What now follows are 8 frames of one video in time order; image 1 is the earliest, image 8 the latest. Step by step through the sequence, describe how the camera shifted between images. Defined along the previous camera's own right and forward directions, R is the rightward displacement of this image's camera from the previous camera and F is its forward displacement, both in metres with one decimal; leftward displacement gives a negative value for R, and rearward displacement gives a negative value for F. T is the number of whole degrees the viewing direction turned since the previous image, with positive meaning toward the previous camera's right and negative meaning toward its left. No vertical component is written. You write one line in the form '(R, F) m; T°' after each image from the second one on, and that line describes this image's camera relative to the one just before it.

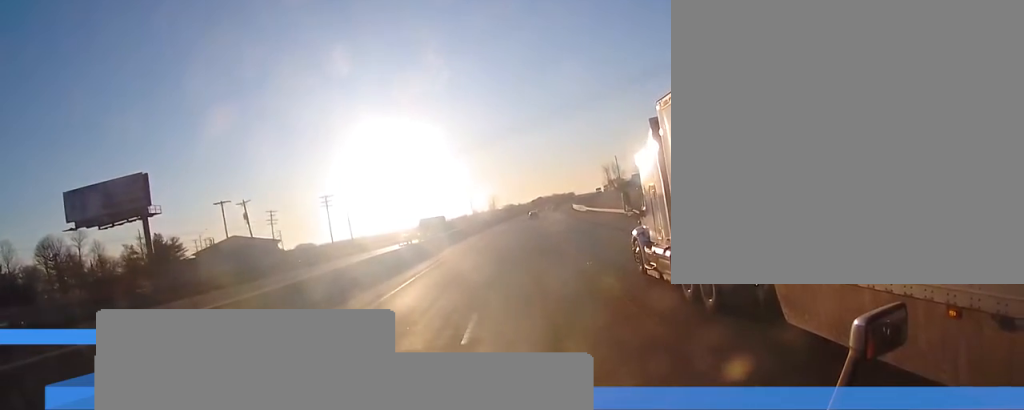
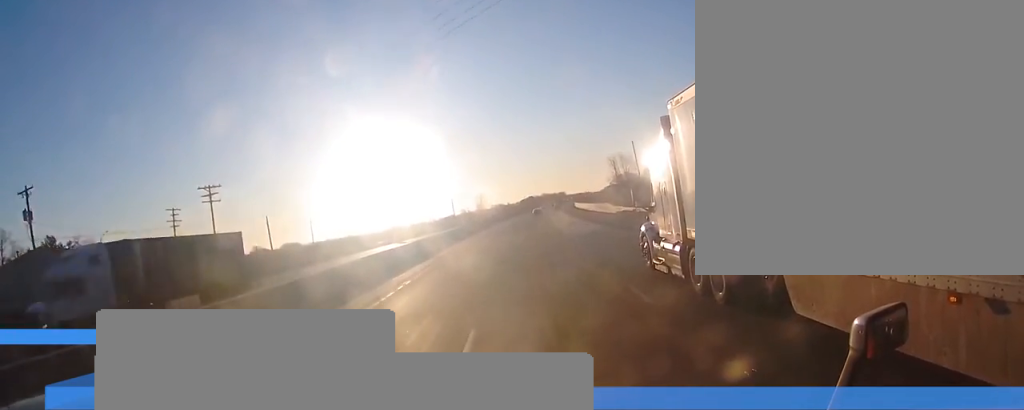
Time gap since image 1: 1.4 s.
(+0.4, +38.8) m; +1°
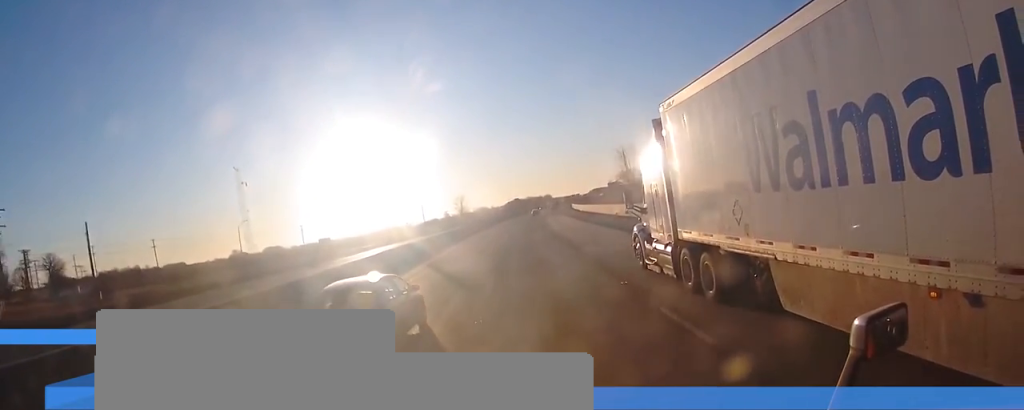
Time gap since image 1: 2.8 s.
(0.0, +40.3) m; 0°
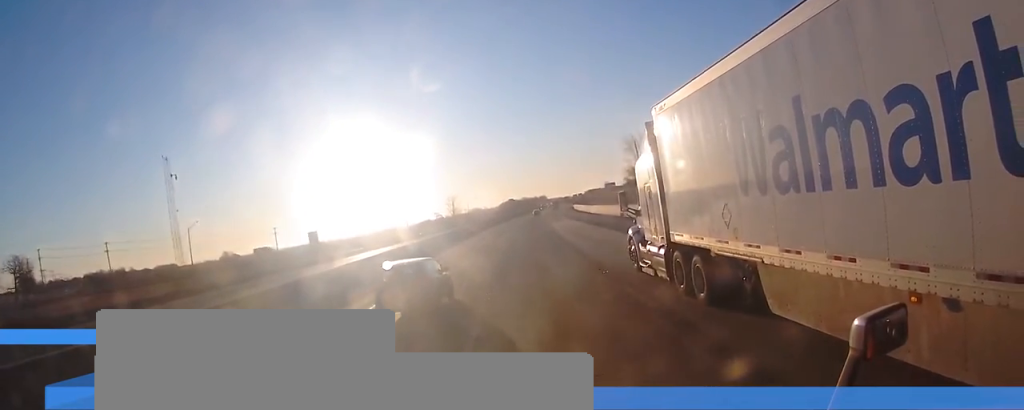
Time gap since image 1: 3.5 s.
(-0.2, +20.9) m; +1°
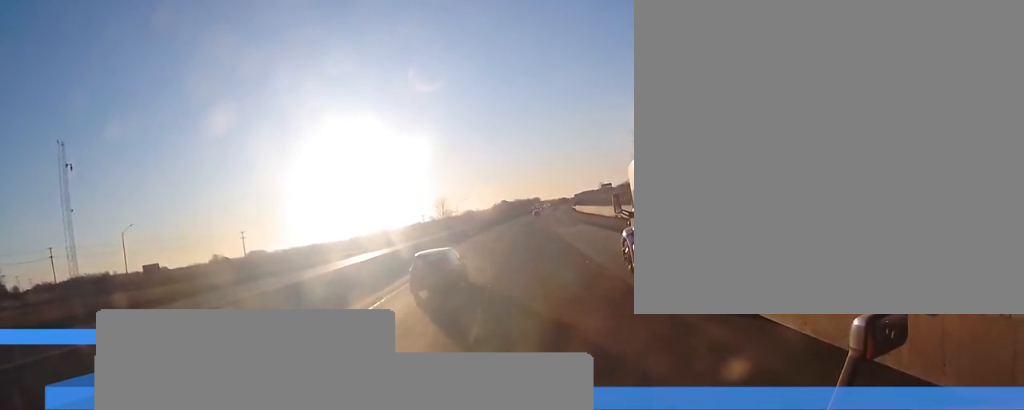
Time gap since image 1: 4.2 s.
(+0.6, +21.3) m; +1°
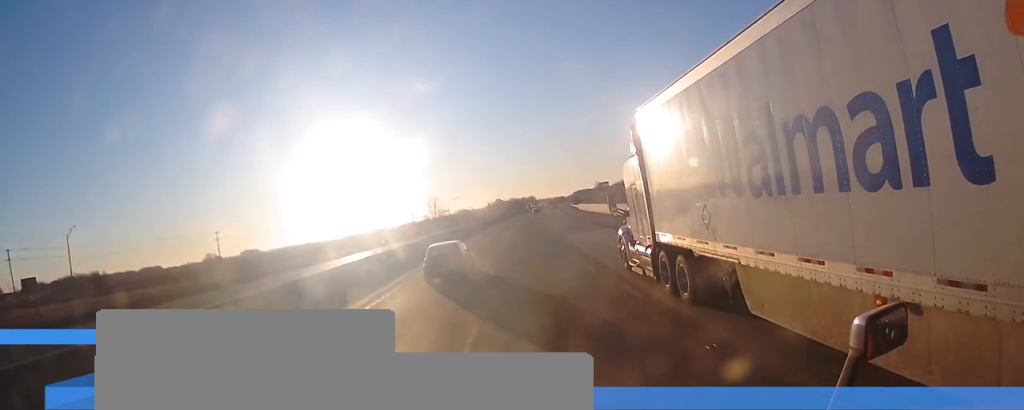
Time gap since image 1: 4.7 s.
(+0.1, +13.8) m; 0°
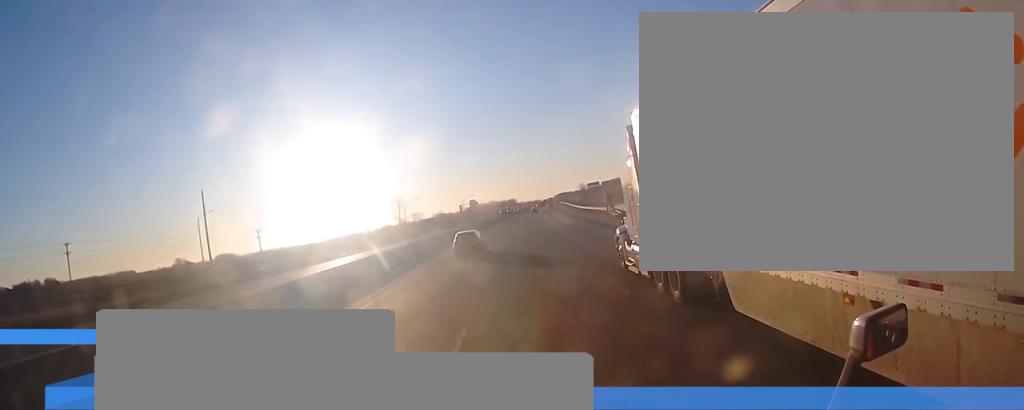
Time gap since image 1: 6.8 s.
(+0.5, +60.3) m; +2°
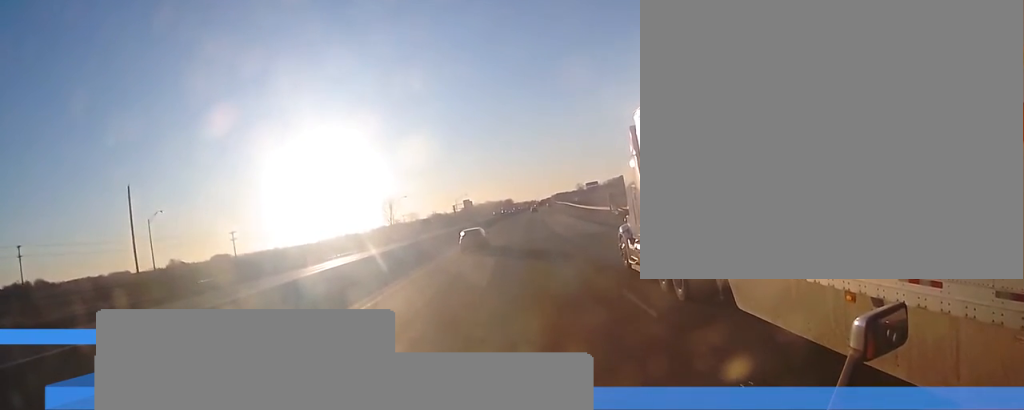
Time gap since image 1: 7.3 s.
(+0.2, +14.3) m; +1°
